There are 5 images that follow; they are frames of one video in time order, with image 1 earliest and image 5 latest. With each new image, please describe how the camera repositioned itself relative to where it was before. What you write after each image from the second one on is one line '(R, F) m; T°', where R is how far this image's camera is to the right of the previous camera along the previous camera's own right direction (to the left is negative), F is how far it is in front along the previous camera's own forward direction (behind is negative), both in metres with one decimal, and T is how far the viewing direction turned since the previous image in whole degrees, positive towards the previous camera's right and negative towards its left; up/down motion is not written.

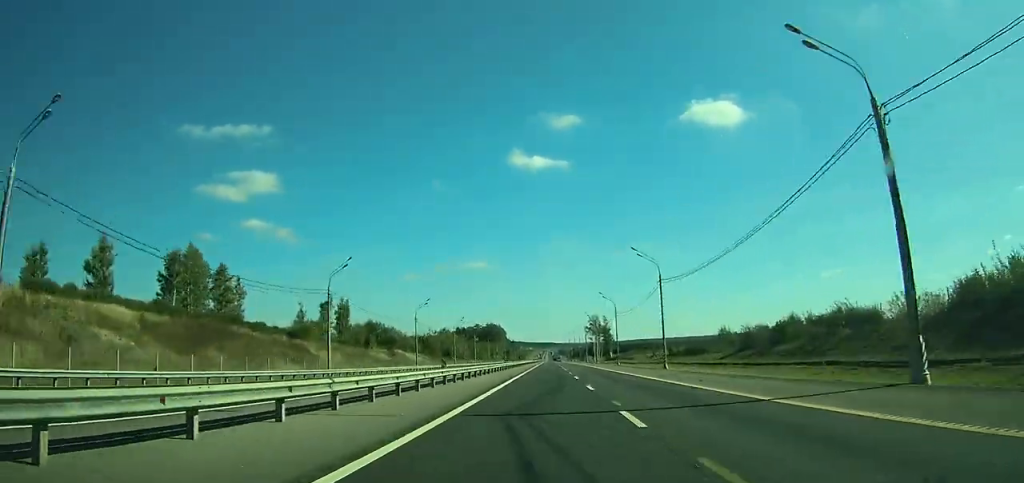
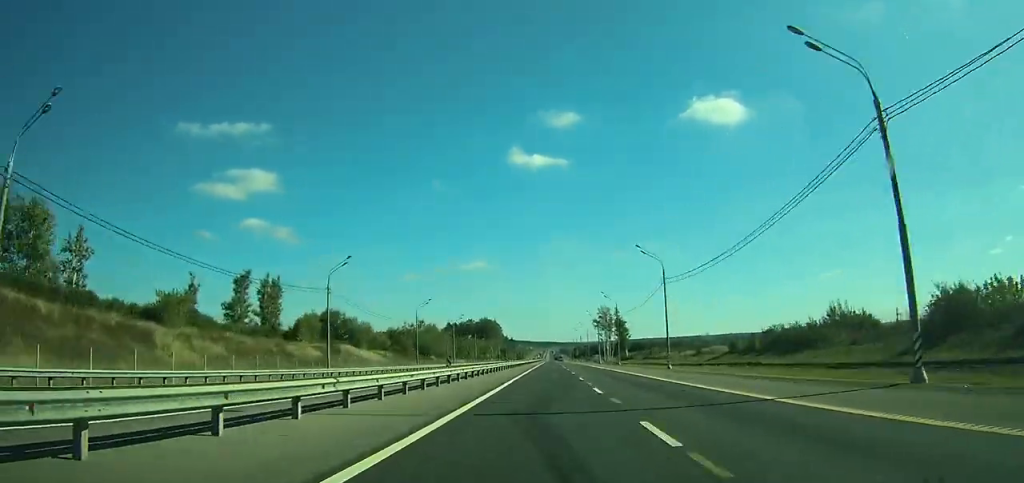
(0.0, +39.4) m; 0°
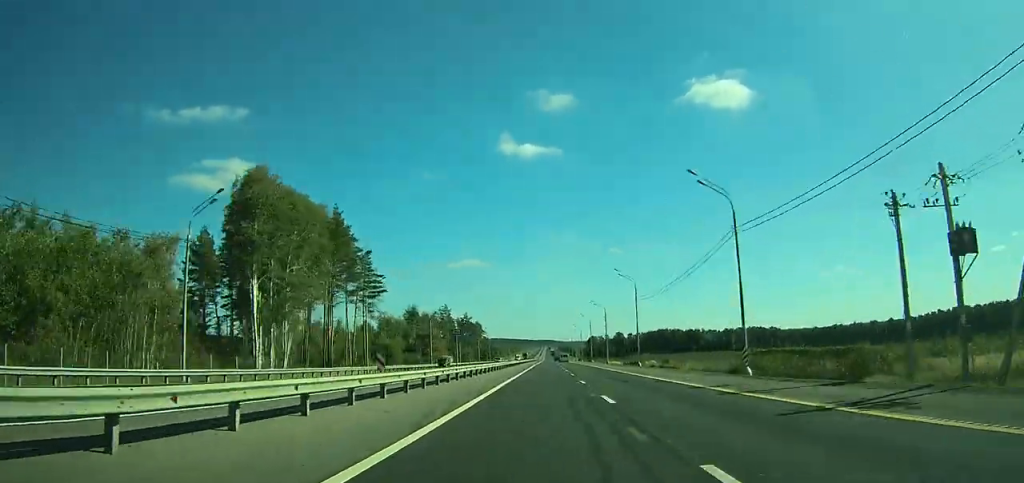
(+0.7, +243.9) m; 0°
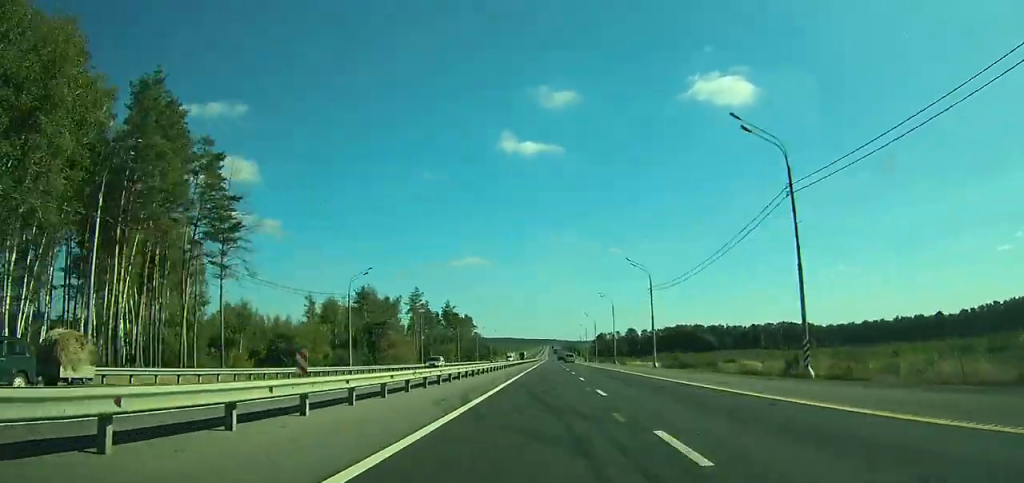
(0.0, +43.5) m; 0°
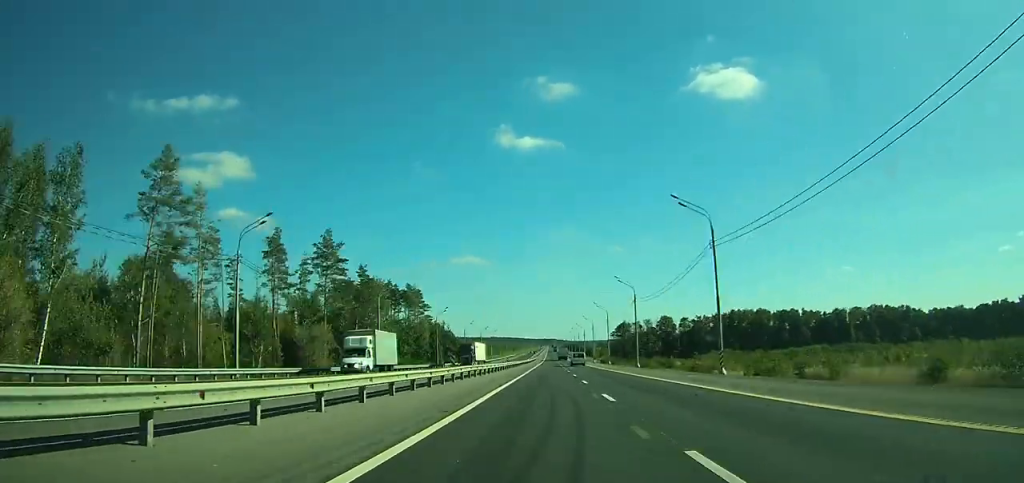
(-0.1, +96.1) m; 0°
